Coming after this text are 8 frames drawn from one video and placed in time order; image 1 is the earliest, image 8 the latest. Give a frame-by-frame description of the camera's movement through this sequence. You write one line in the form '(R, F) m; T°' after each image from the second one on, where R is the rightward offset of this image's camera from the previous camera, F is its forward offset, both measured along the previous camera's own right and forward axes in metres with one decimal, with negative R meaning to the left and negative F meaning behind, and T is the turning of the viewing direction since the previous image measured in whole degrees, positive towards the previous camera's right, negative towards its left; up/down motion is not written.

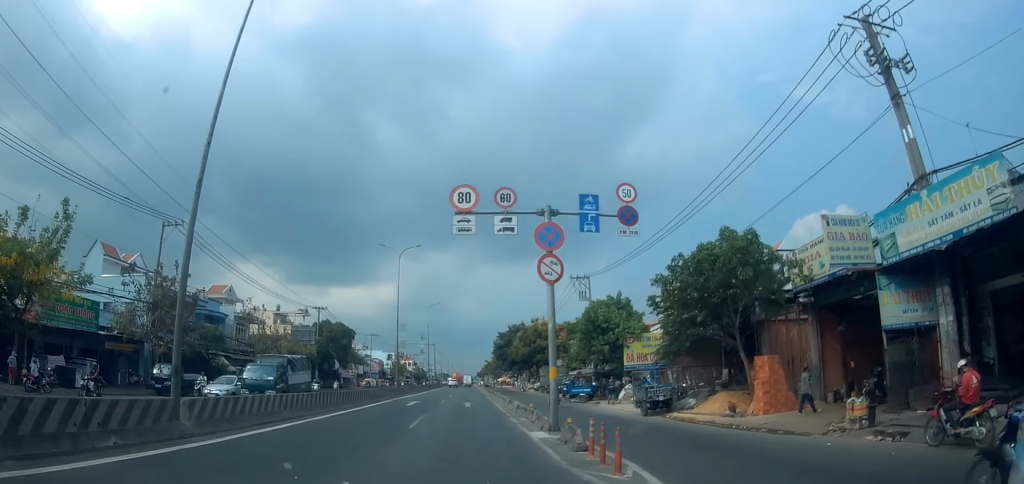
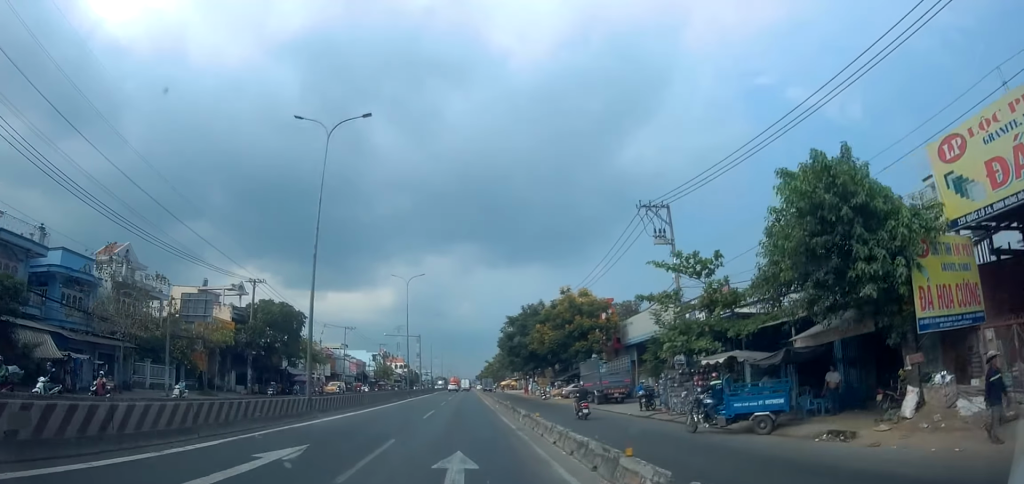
(-0.1, +24.0) m; 0°
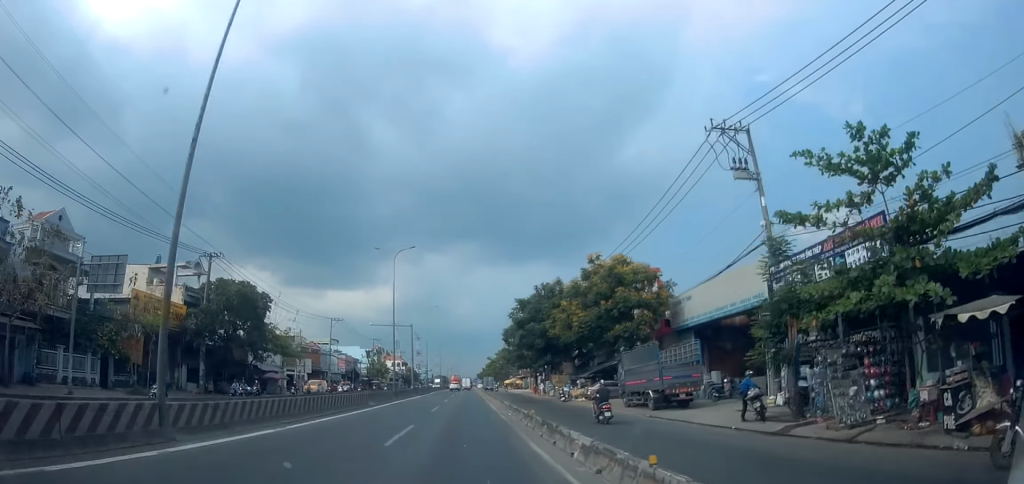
(0.0, +10.5) m; 0°
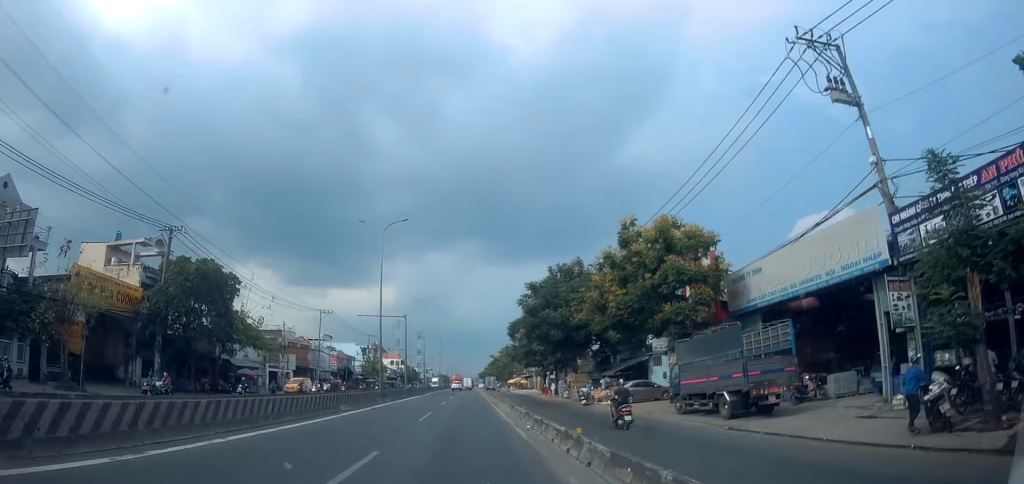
(0.0, +7.4) m; 0°
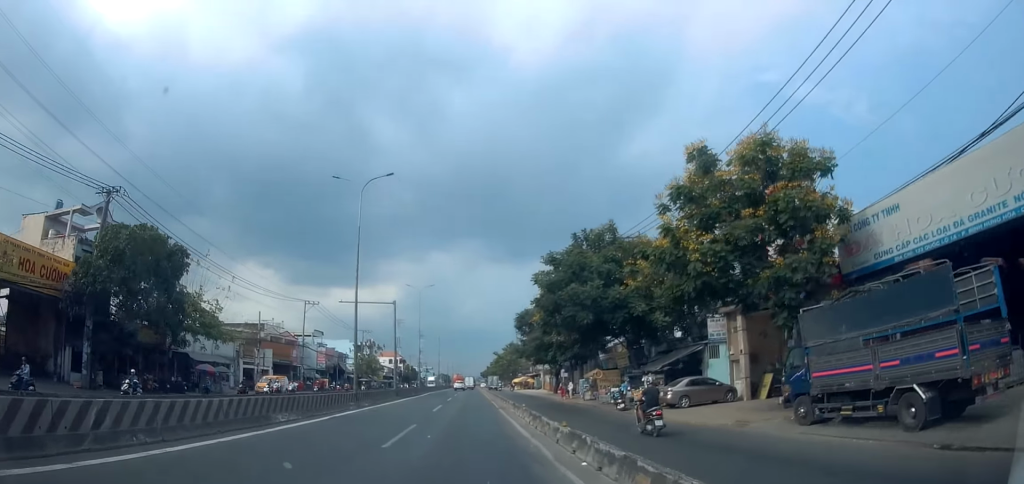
(0.0, +8.5) m; 0°
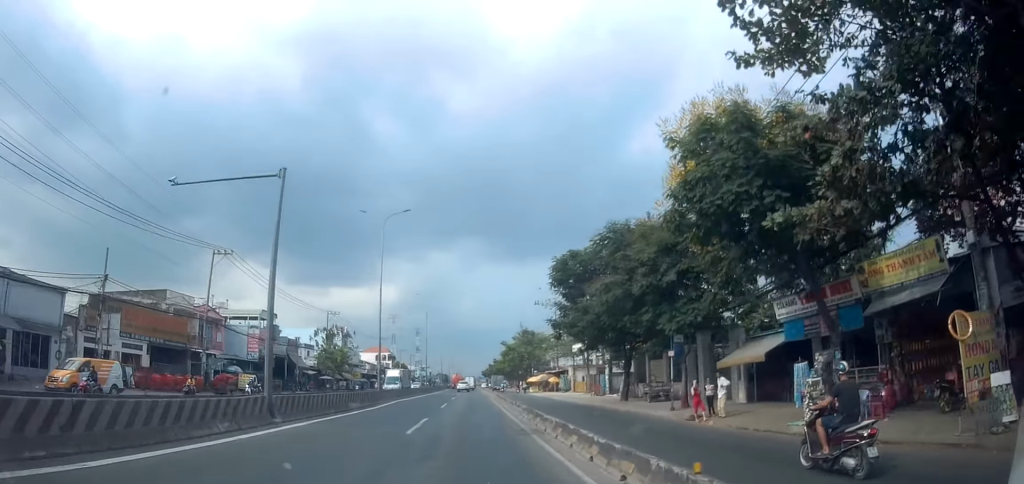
(0.0, +27.2) m; 0°
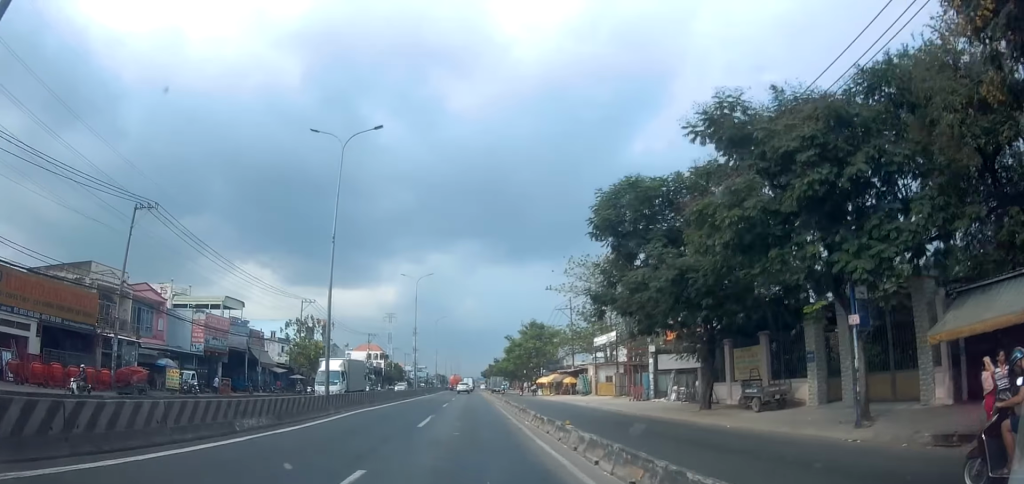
(0.0, +12.4) m; 0°
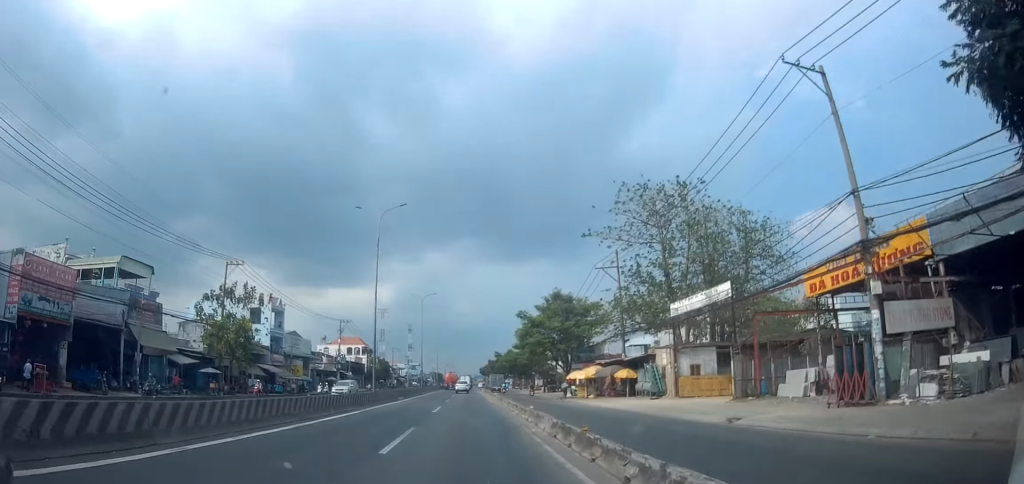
(0.0, +22.2) m; 0°
